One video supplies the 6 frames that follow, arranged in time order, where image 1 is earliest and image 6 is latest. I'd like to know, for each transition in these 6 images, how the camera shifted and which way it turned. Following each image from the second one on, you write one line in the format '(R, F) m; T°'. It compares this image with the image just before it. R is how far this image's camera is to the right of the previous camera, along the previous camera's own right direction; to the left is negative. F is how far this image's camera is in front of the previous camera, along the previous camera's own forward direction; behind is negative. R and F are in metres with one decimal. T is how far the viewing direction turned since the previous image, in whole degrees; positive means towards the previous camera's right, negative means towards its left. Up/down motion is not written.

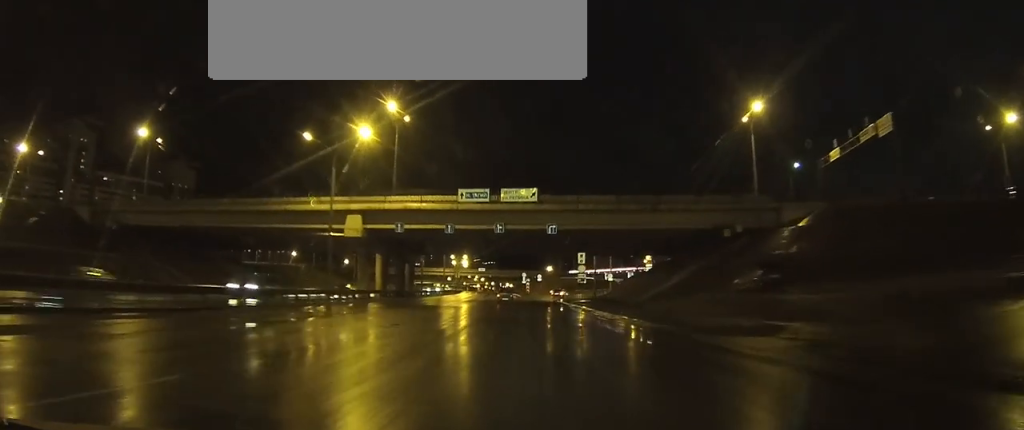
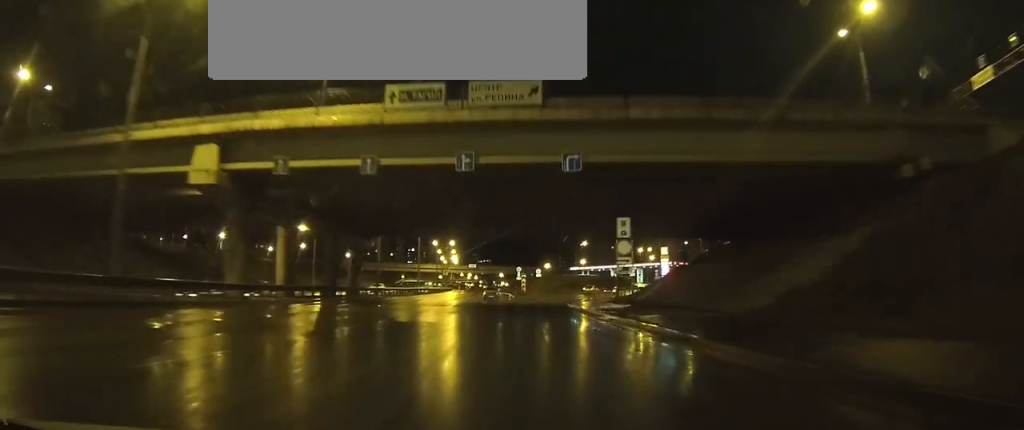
(0.0, +28.9) m; 0°
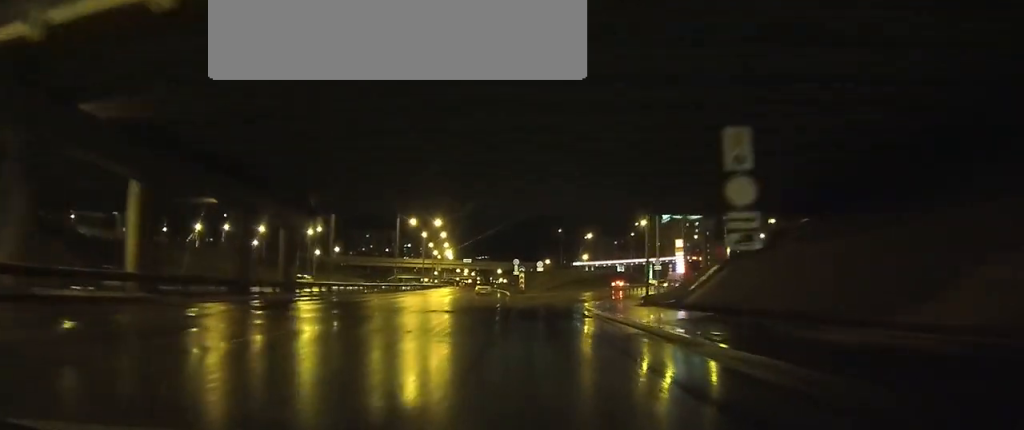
(0.0, +16.8) m; 0°
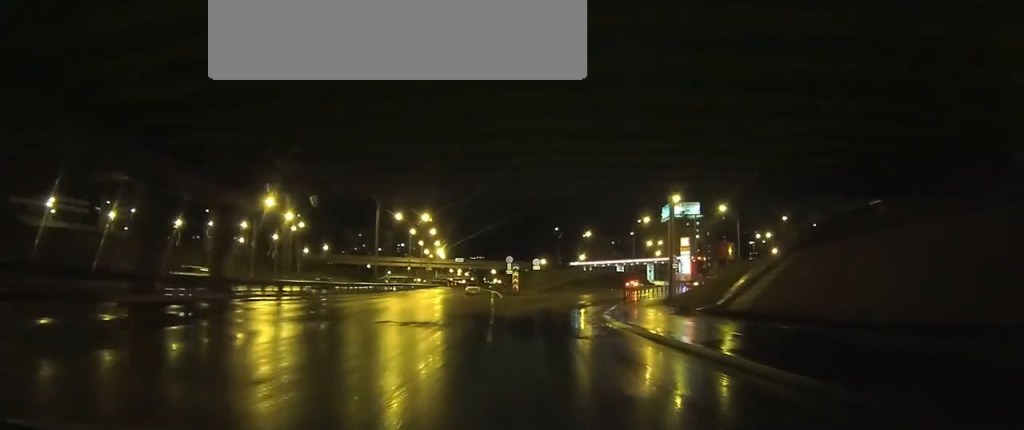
(0.0, +8.9) m; 0°
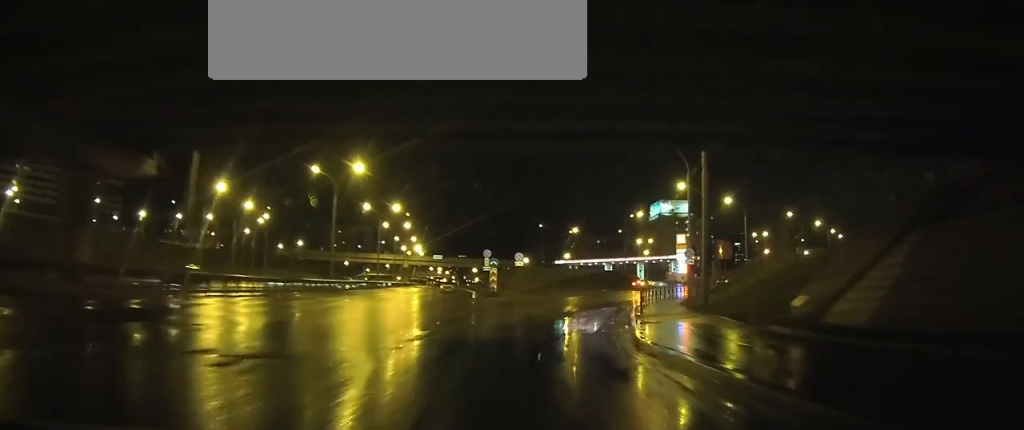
(0.0, +10.4) m; +2°
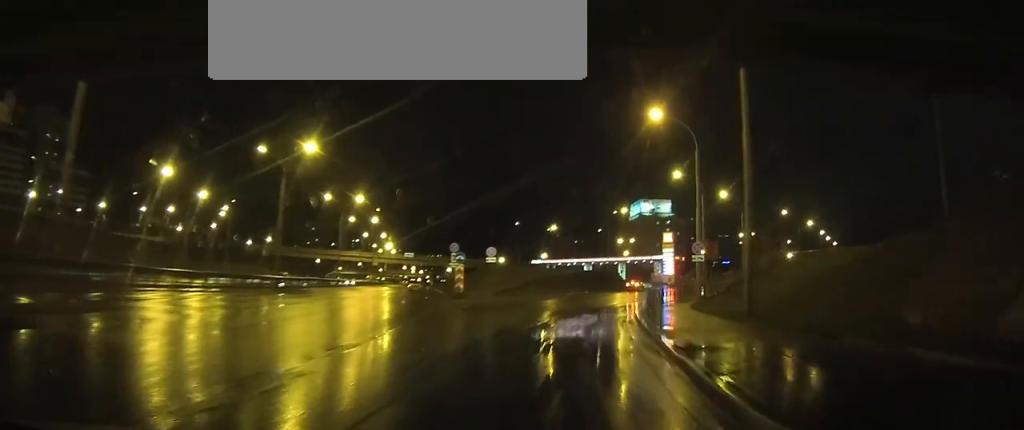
(-0.2, +8.0) m; +3°
